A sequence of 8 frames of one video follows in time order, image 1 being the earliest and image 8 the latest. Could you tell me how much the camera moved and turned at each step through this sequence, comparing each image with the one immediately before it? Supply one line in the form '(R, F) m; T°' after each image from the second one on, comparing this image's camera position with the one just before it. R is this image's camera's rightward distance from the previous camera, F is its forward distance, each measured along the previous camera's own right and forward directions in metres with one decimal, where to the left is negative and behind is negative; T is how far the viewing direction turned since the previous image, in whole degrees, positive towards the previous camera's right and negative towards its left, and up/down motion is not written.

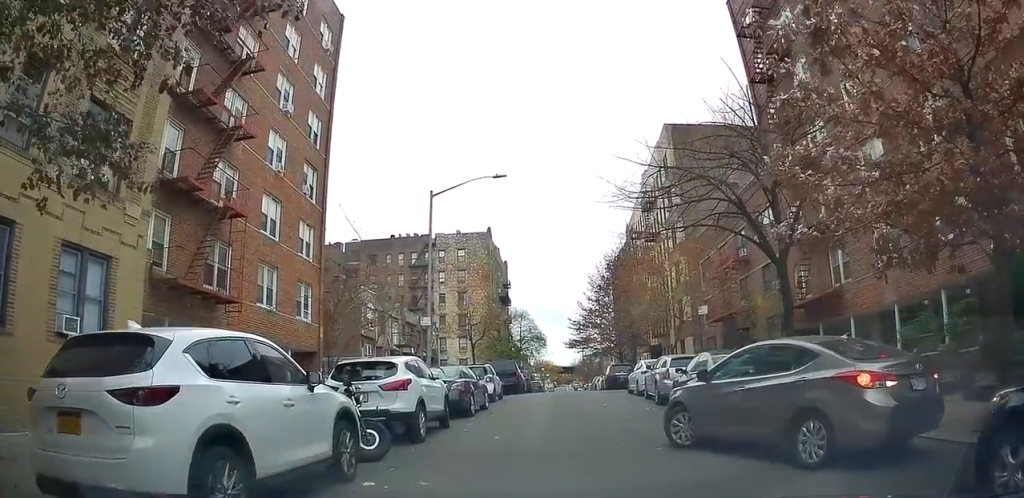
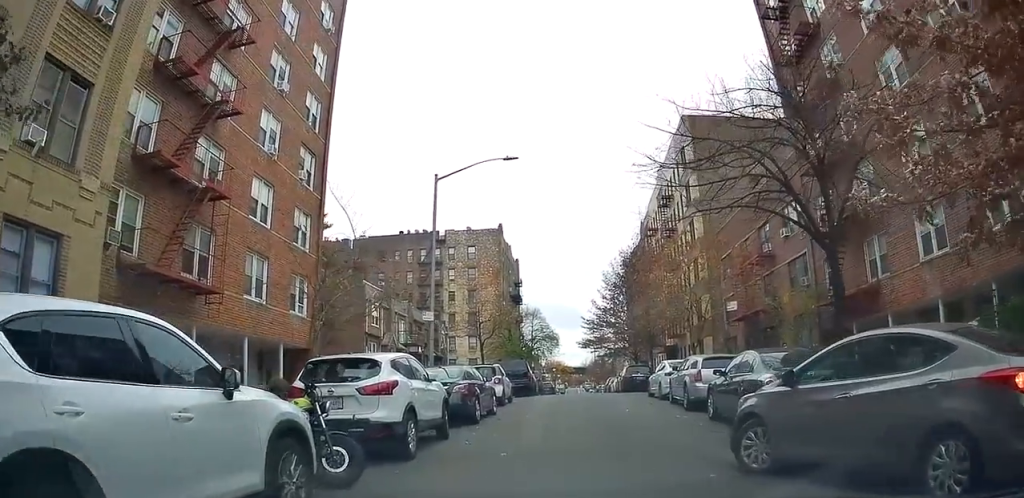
(-0.1, +2.1) m; -1°
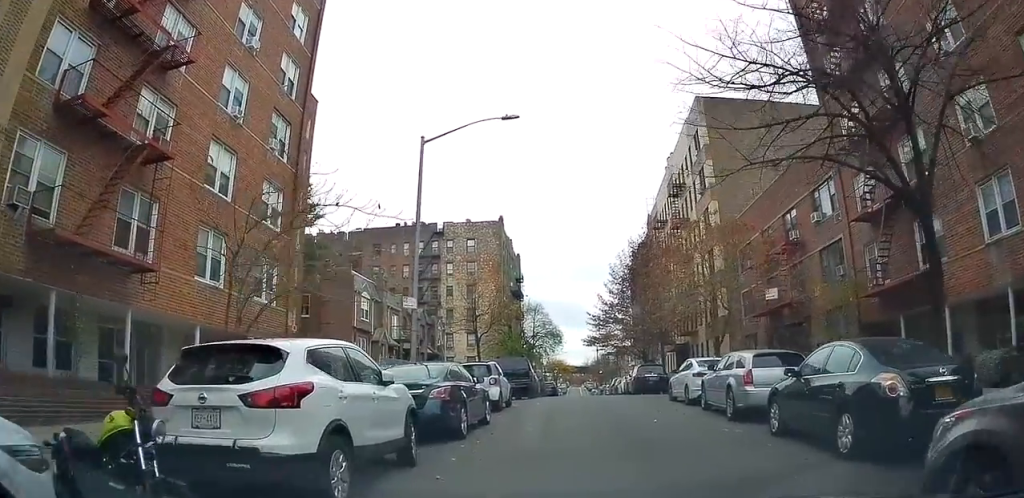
(-0.1, +3.5) m; +2°
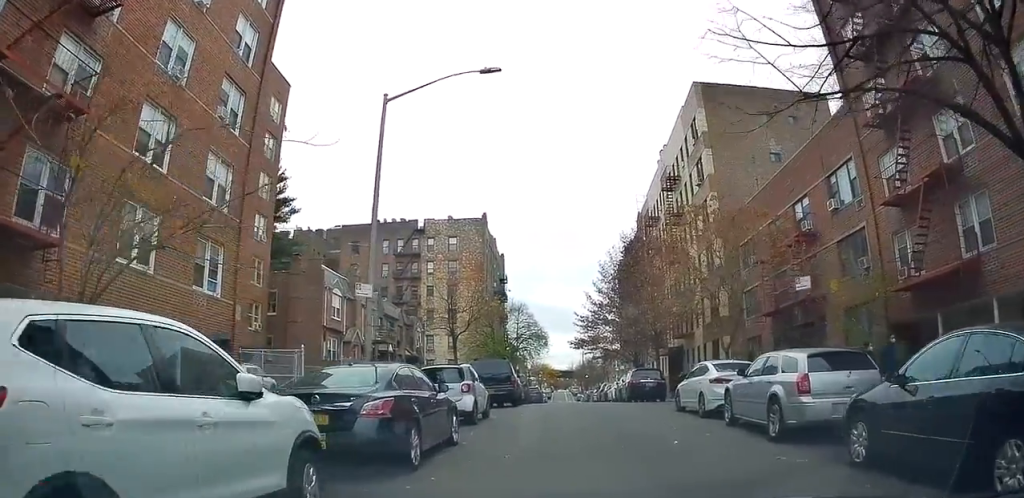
(+0.1, +3.3) m; +4°
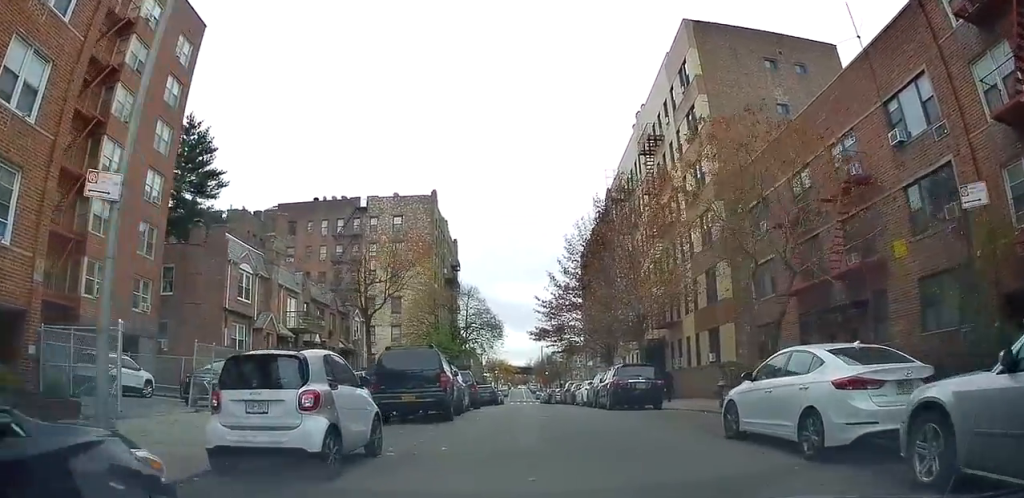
(-0.1, +8.6) m; -4°
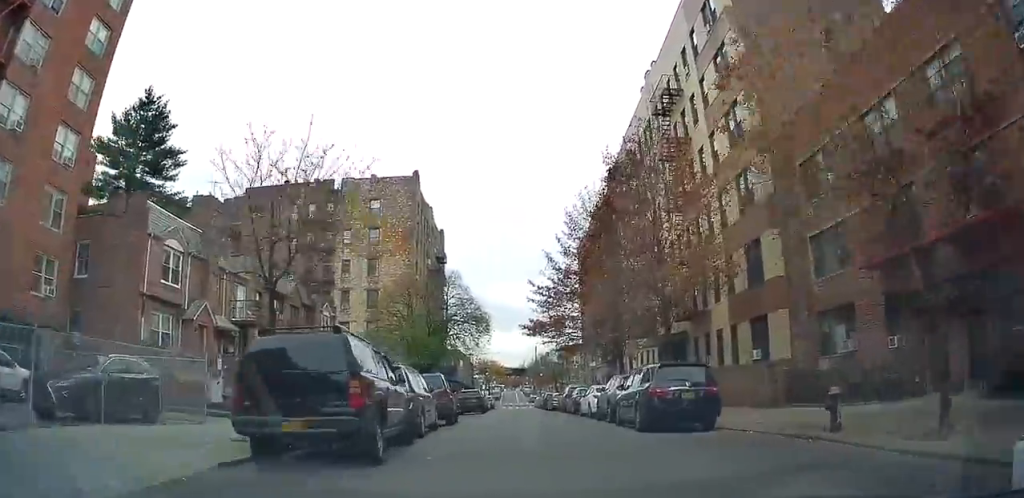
(-0.3, +7.5) m; -4°
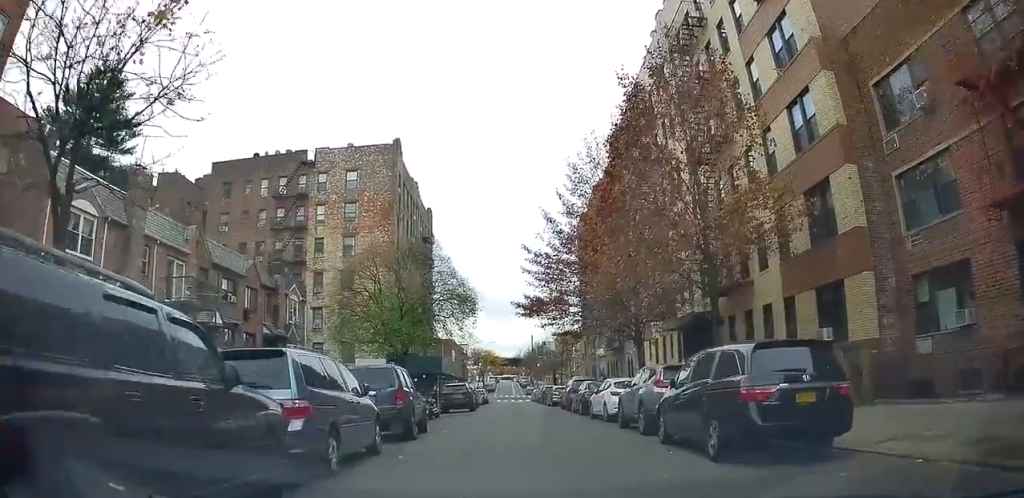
(-0.1, +6.8) m; -2°
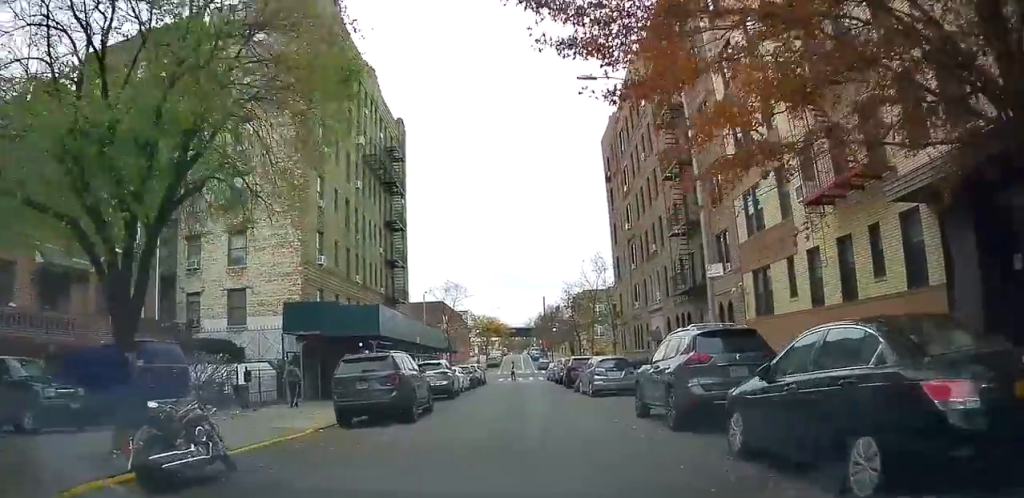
(+0.6, +21.3) m; 0°
